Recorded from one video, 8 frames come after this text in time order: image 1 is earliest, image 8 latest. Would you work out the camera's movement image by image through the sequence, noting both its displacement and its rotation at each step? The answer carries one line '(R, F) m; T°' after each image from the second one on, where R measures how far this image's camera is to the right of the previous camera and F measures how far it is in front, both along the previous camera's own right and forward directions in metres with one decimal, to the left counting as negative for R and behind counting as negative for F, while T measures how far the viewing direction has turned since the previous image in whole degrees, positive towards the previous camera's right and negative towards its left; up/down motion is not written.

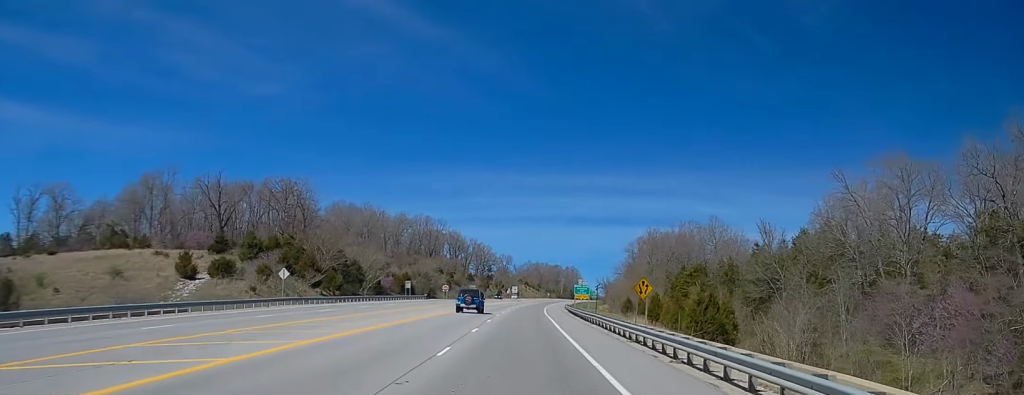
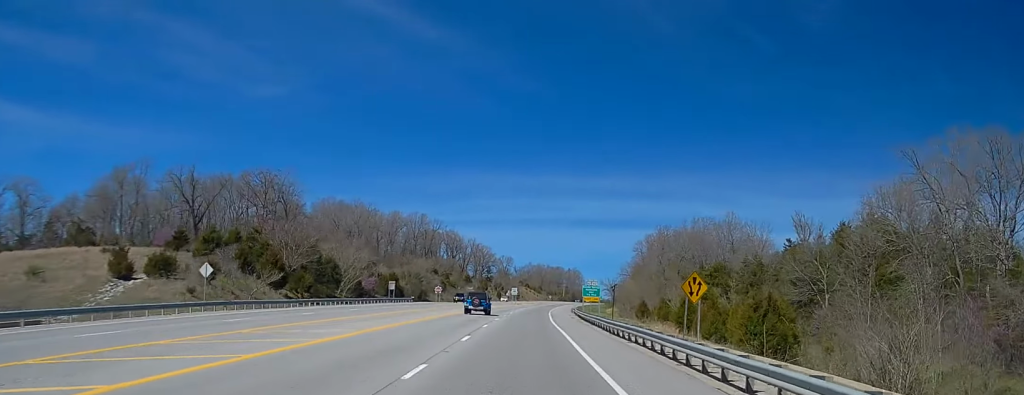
(+0.2, +17.0) m; 0°
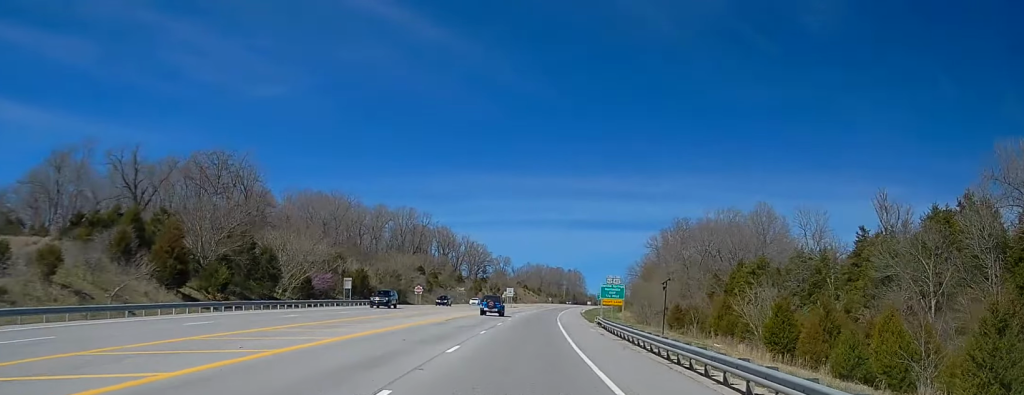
(-0.1, +28.3) m; 0°
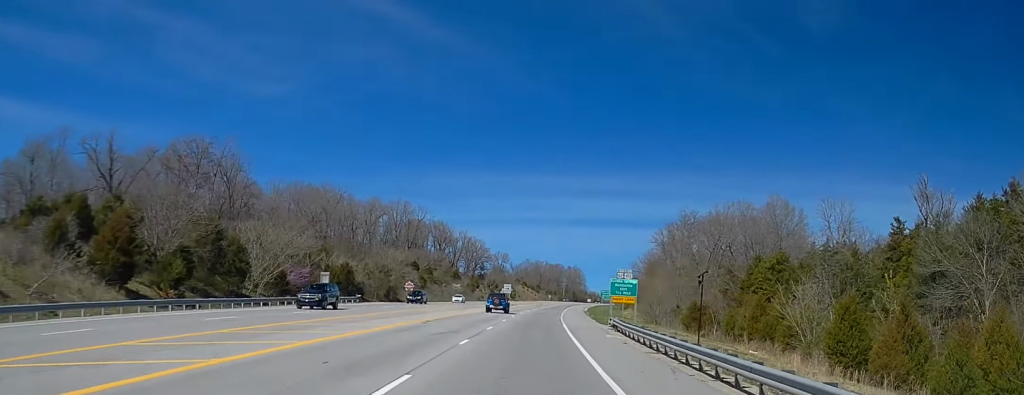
(0.0, +9.9) m; 0°
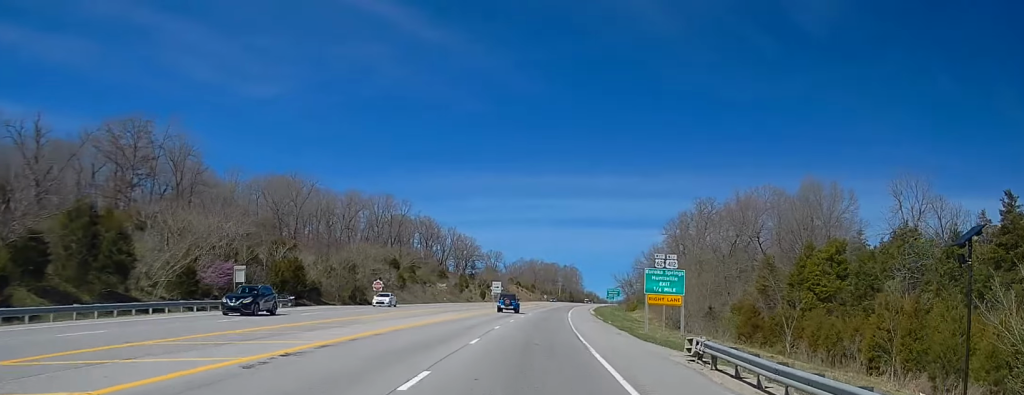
(+0.1, +23.3) m; 0°
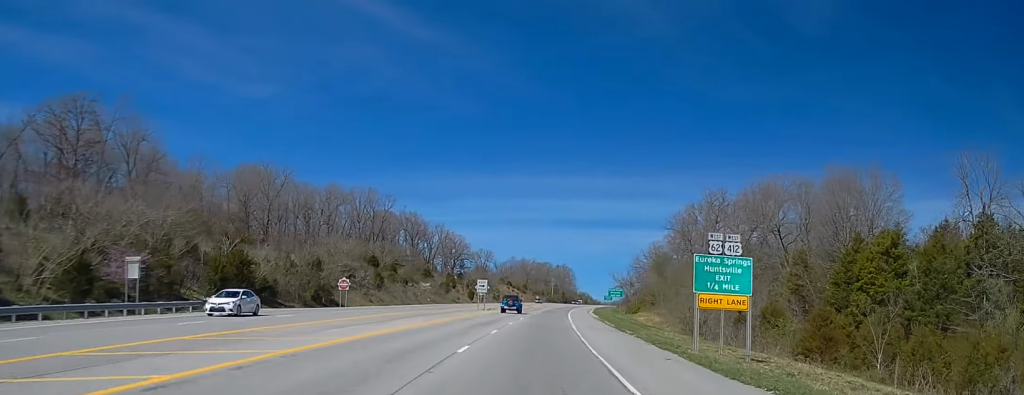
(0.0, +15.7) m; 0°
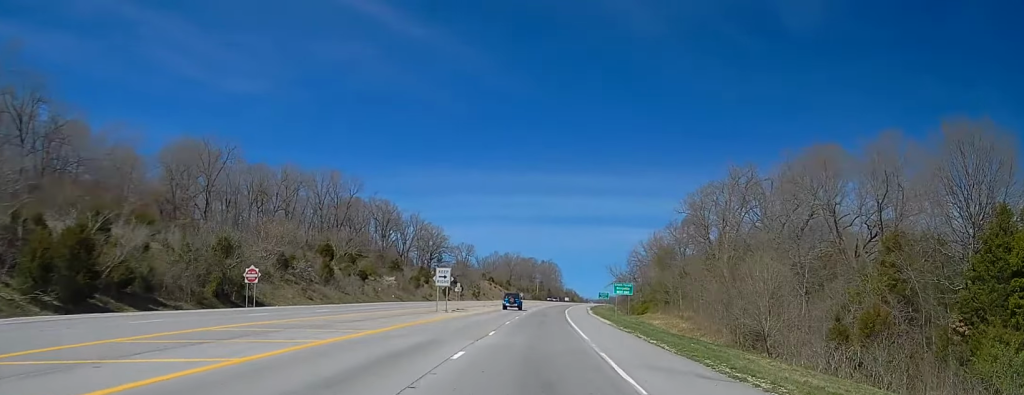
(+0.3, +27.3) m; +2°
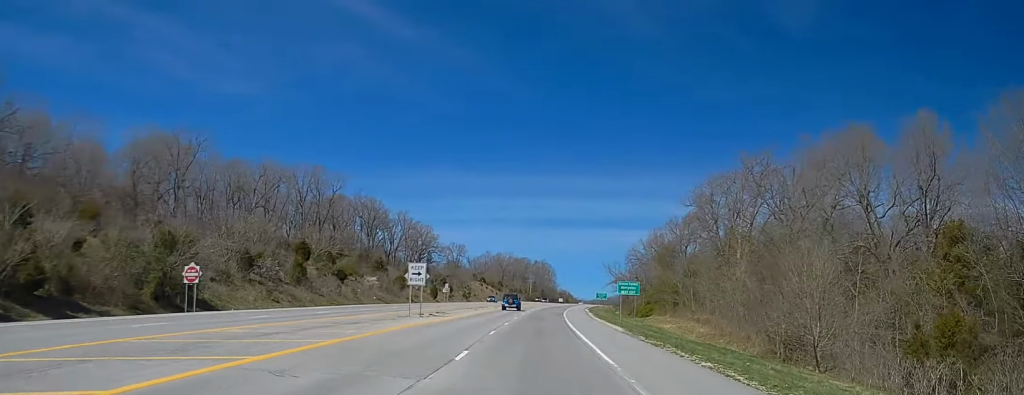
(+0.1, +11.1) m; +1°
